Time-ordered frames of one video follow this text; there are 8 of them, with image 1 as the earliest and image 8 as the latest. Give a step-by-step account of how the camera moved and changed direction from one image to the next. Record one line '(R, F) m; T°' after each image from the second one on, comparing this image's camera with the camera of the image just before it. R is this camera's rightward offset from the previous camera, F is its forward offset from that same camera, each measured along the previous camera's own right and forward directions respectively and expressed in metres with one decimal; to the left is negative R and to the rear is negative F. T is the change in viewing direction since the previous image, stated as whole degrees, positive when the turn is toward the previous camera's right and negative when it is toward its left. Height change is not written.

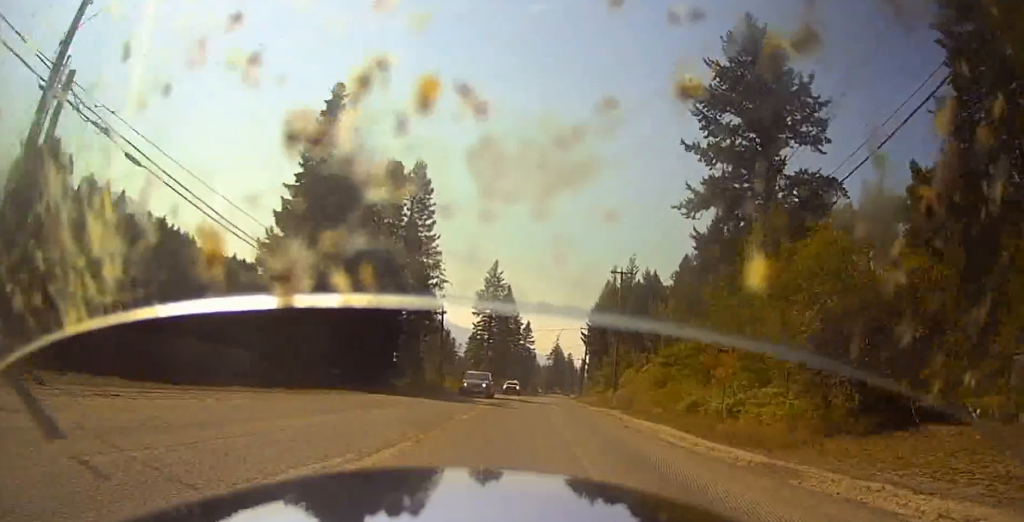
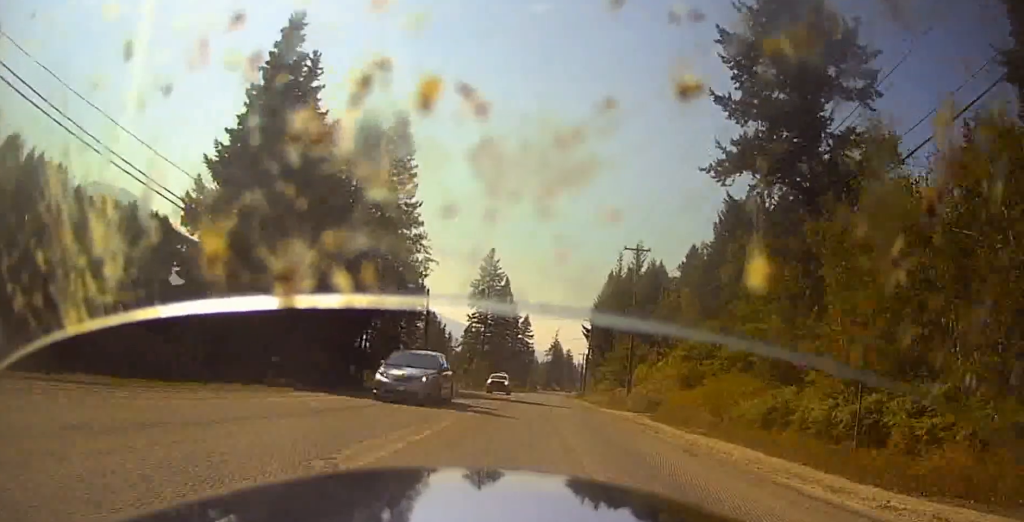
(+0.5, +8.0) m; +2°
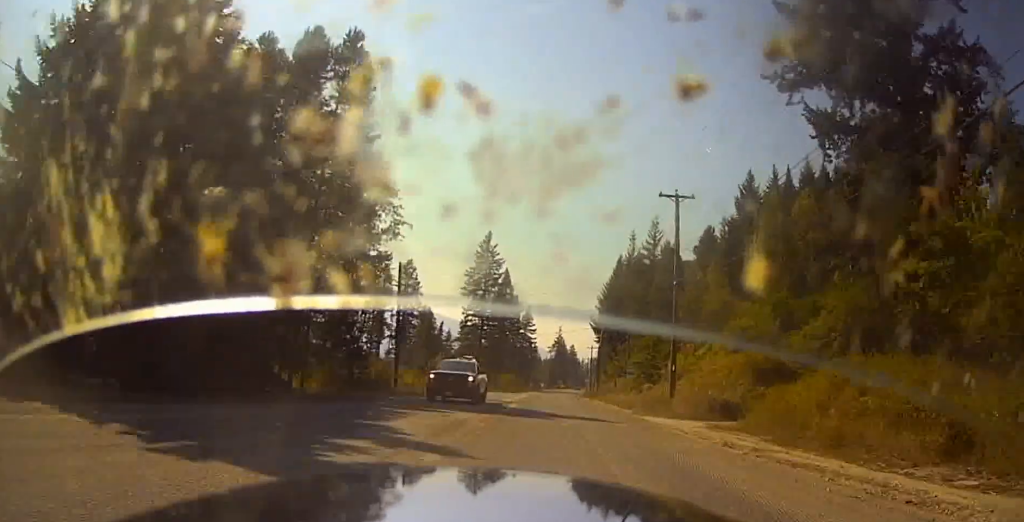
(-0.2, +11.9) m; -3°
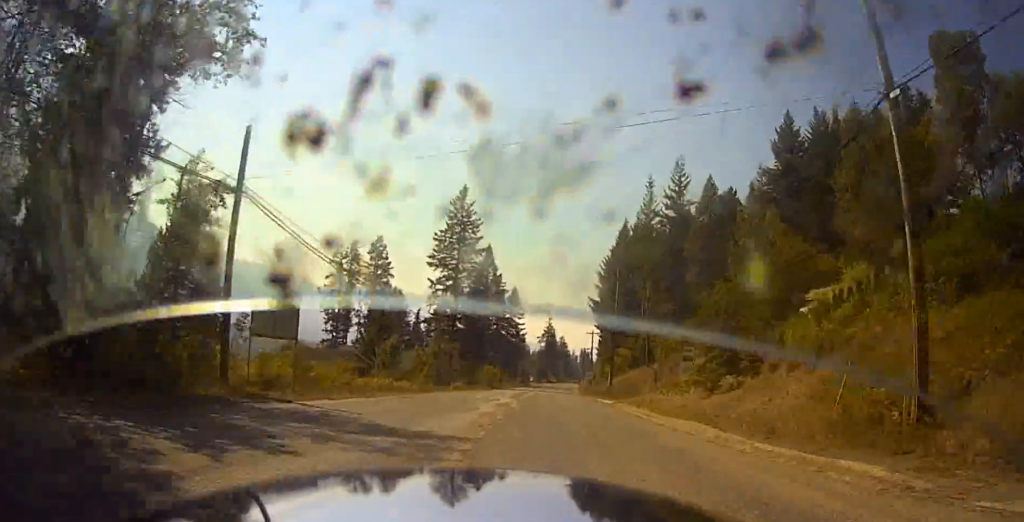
(-0.2, +23.2) m; +1°
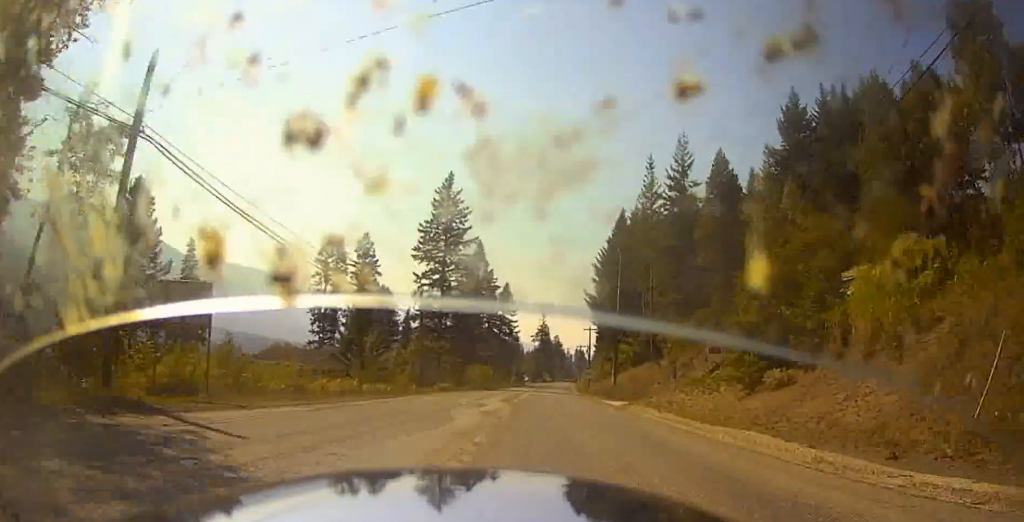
(+0.1, +5.6) m; 0°
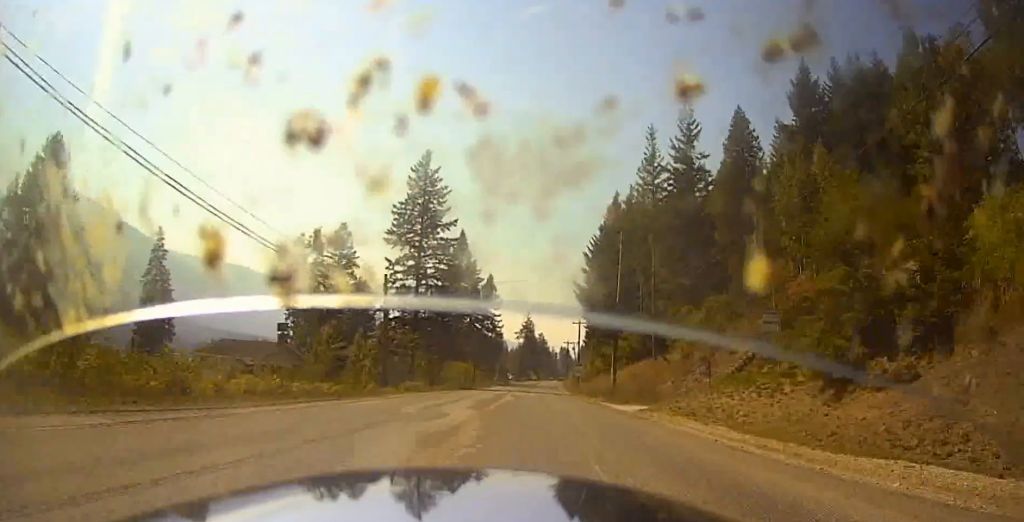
(+0.1, +7.6) m; 0°
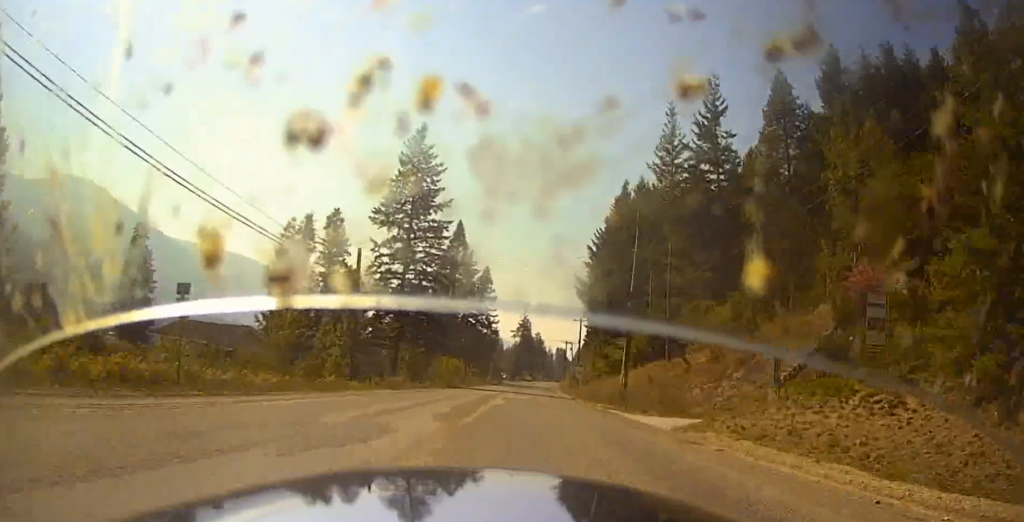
(-0.1, +7.1) m; 0°
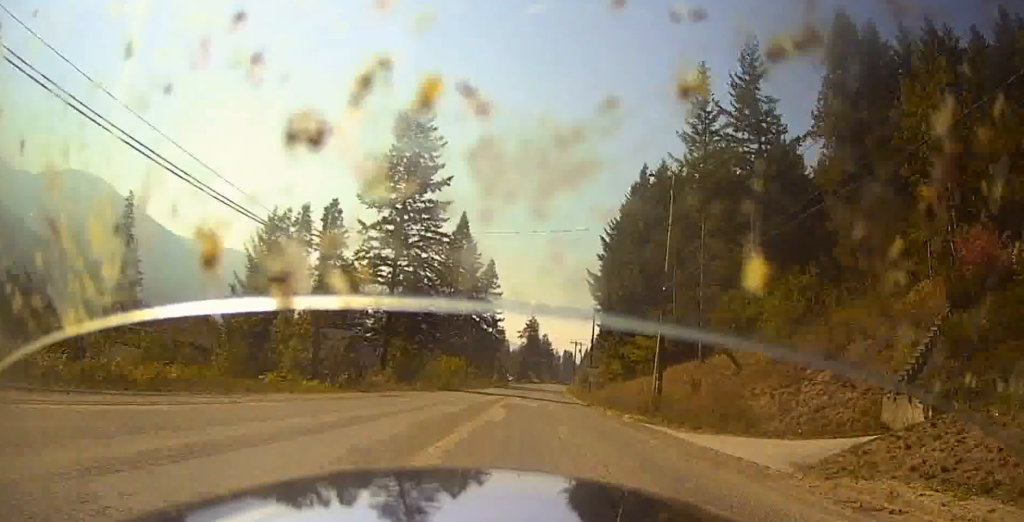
(-0.1, +8.3) m; 0°
